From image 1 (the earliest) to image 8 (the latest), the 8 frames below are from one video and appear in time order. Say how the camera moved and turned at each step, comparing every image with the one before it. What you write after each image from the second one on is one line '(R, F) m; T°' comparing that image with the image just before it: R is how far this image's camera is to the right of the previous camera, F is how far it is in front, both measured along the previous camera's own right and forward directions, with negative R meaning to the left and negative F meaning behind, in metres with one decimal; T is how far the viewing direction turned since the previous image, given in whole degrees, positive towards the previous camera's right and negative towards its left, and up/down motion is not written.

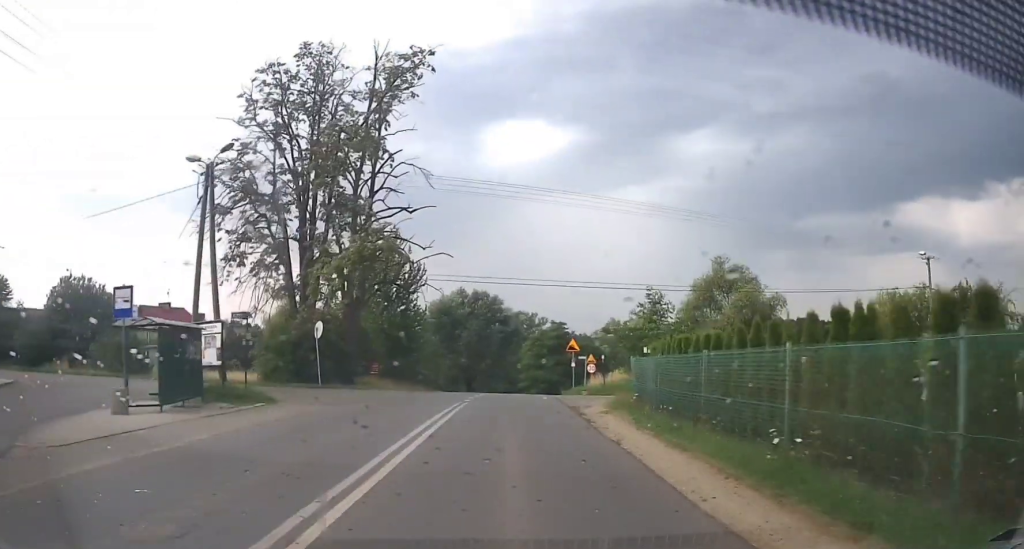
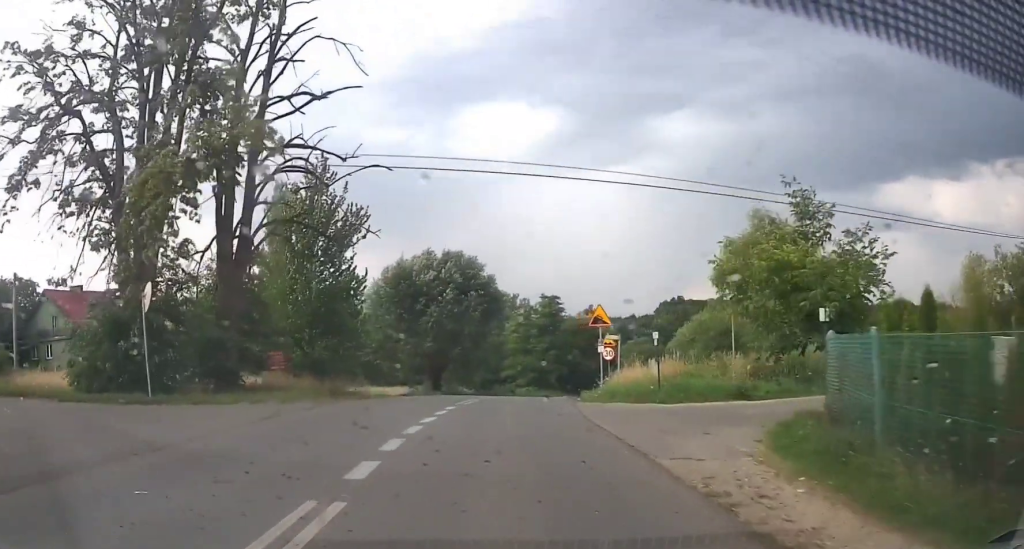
(+0.3, +15.0) m; +3°
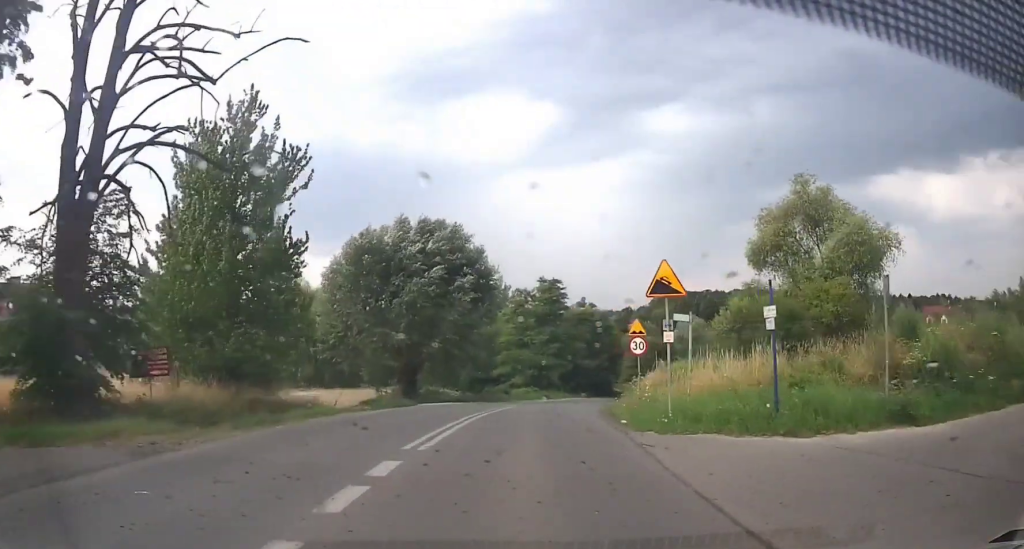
(+0.1, +9.1) m; +4°
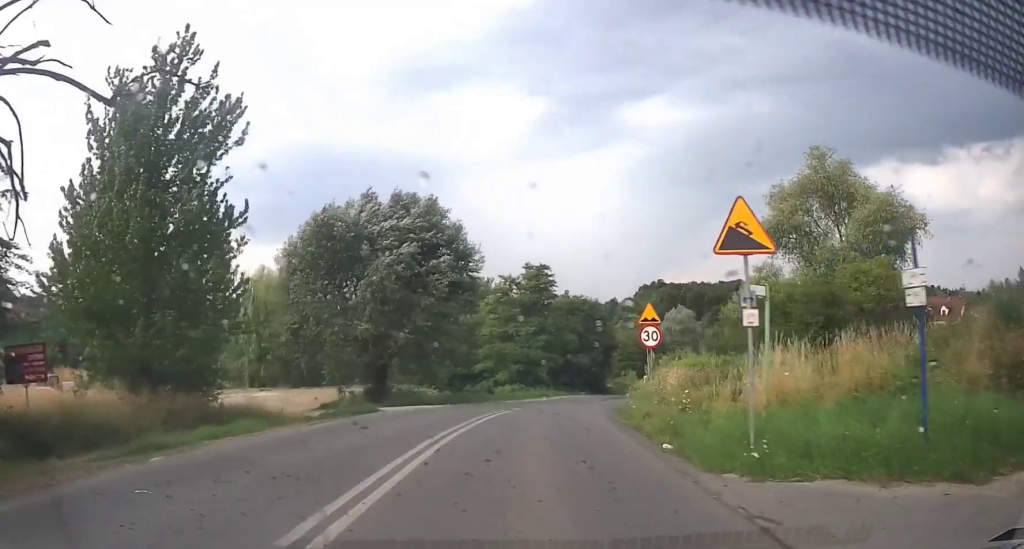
(+0.3, +5.2) m; +3°
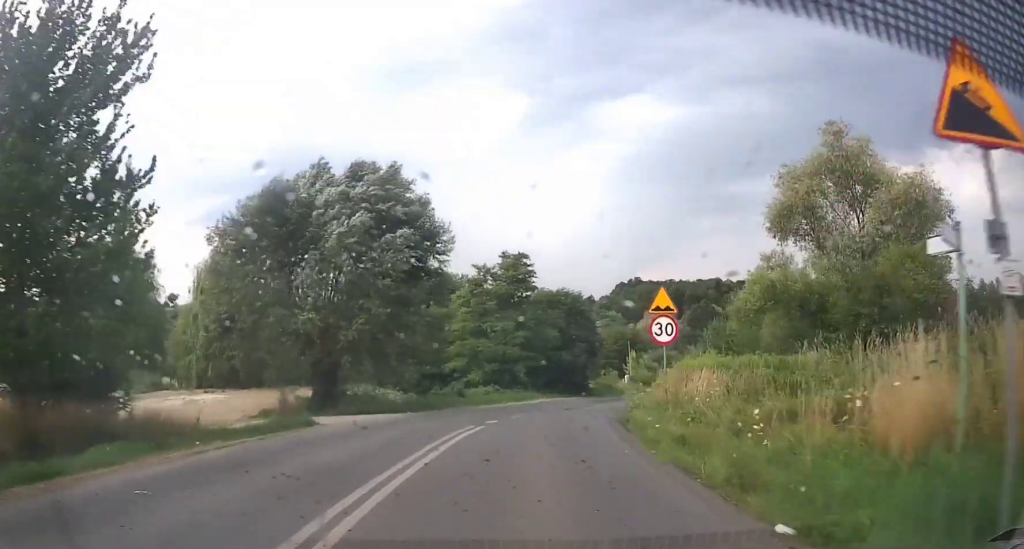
(+0.1, +4.8) m; +2°
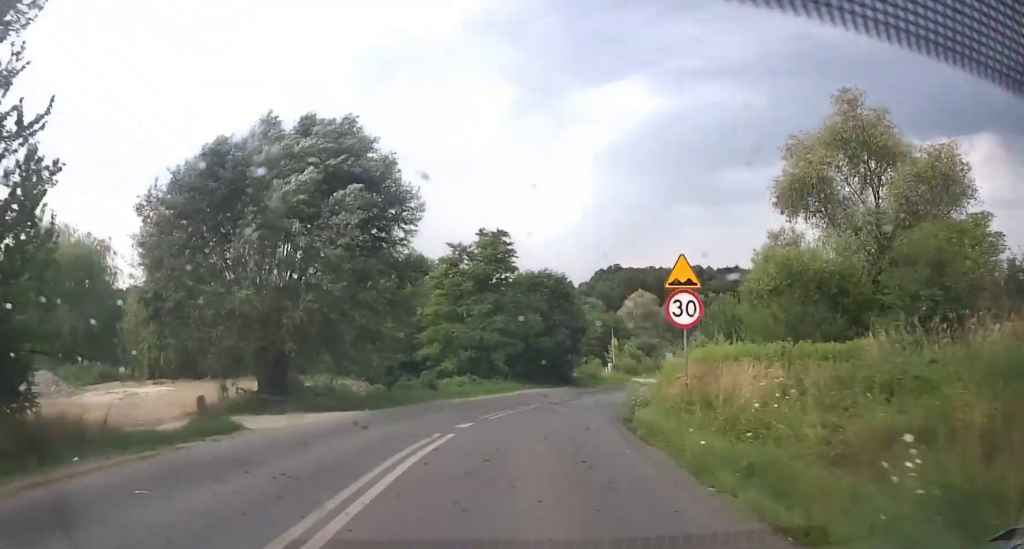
(+0.1, +4.1) m; +2°
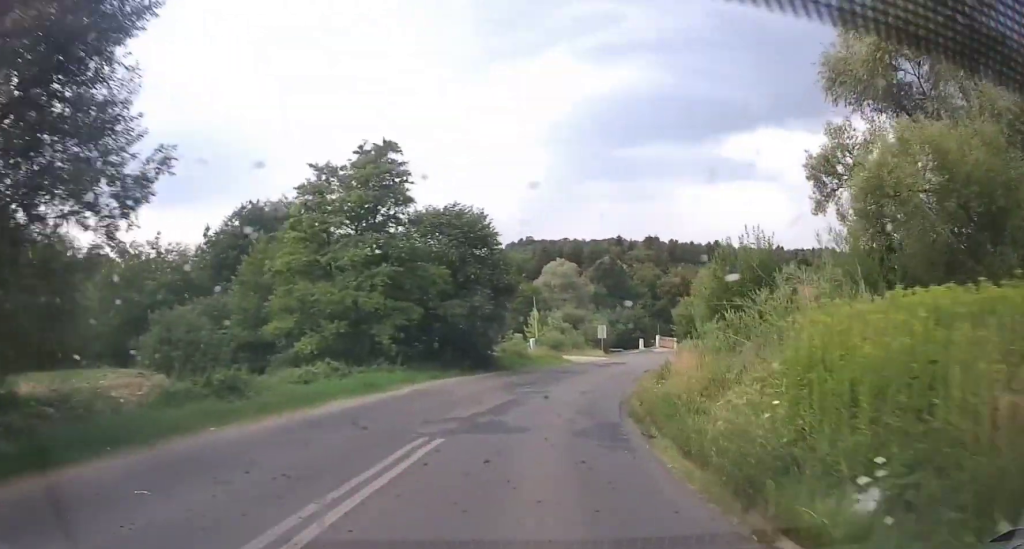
(+0.7, +13.7) m; +8°
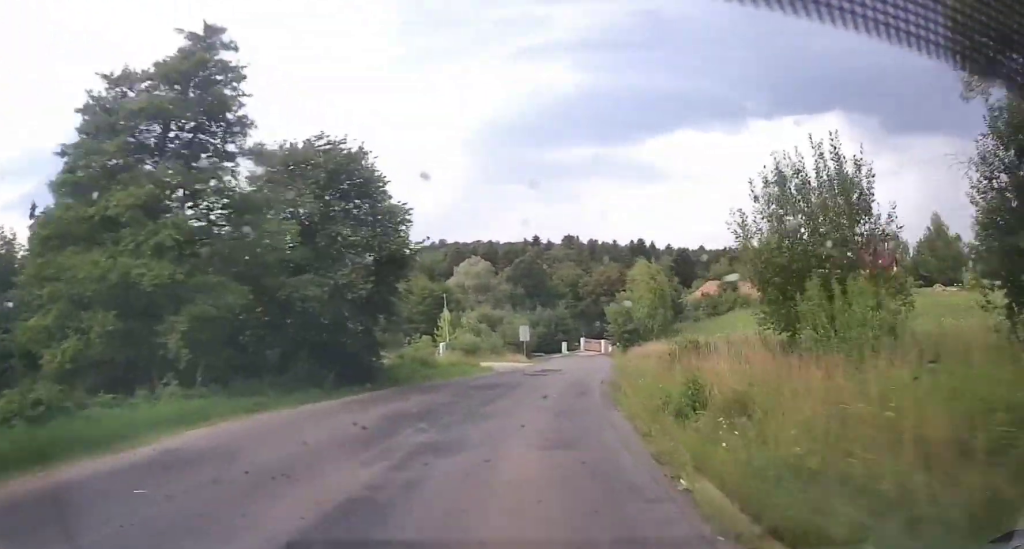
(+0.6, +10.2) m; +5°
